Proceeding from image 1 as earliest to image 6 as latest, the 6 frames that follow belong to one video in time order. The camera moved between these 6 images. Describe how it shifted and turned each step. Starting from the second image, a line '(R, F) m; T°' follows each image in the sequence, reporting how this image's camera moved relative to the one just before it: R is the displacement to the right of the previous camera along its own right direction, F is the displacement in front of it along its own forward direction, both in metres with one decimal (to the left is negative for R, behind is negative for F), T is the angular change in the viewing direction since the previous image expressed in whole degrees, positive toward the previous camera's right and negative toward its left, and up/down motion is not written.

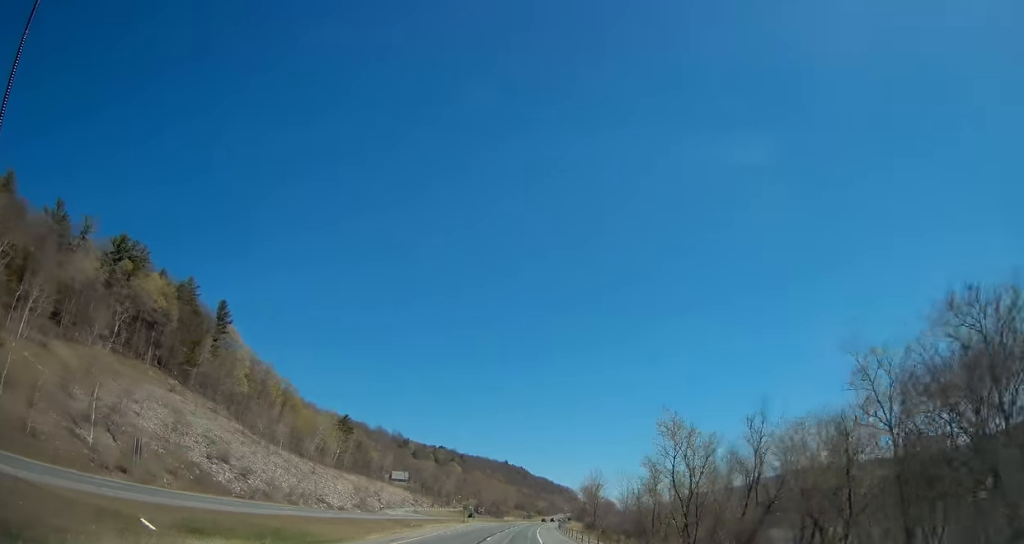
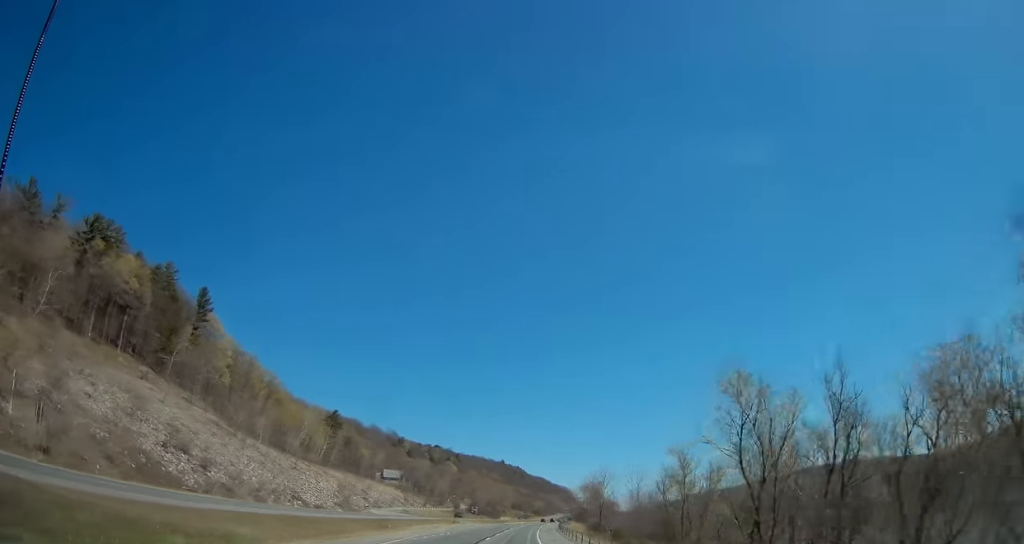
(0.0, +9.0) m; 0°
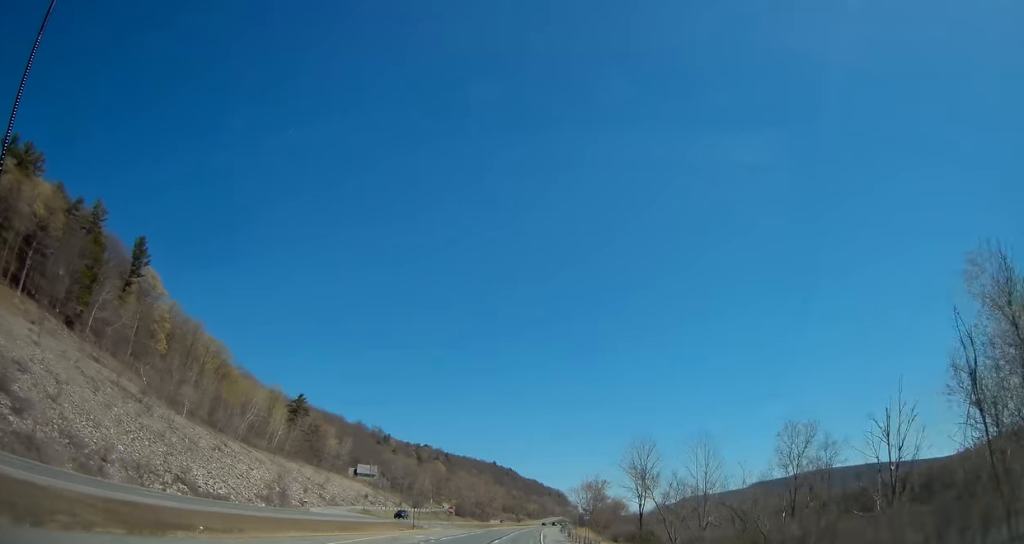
(+0.1, +29.4) m; +1°
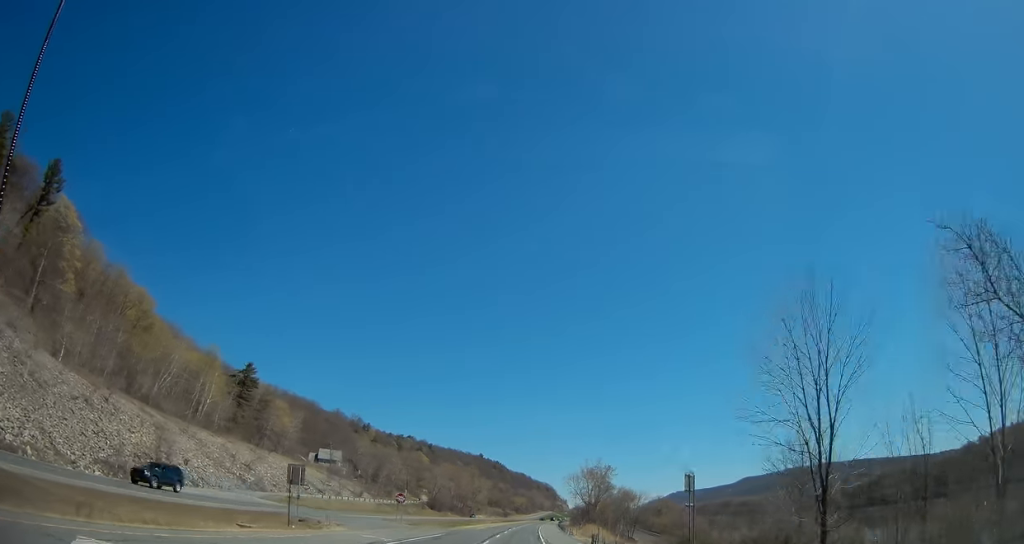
(+0.3, +32.7) m; +1°
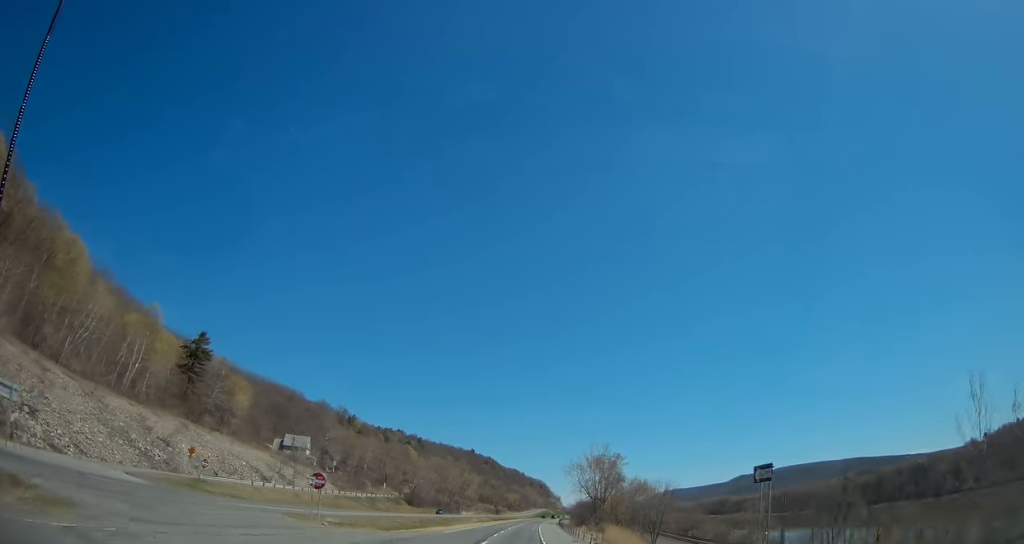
(+0.2, +26.4) m; +1°
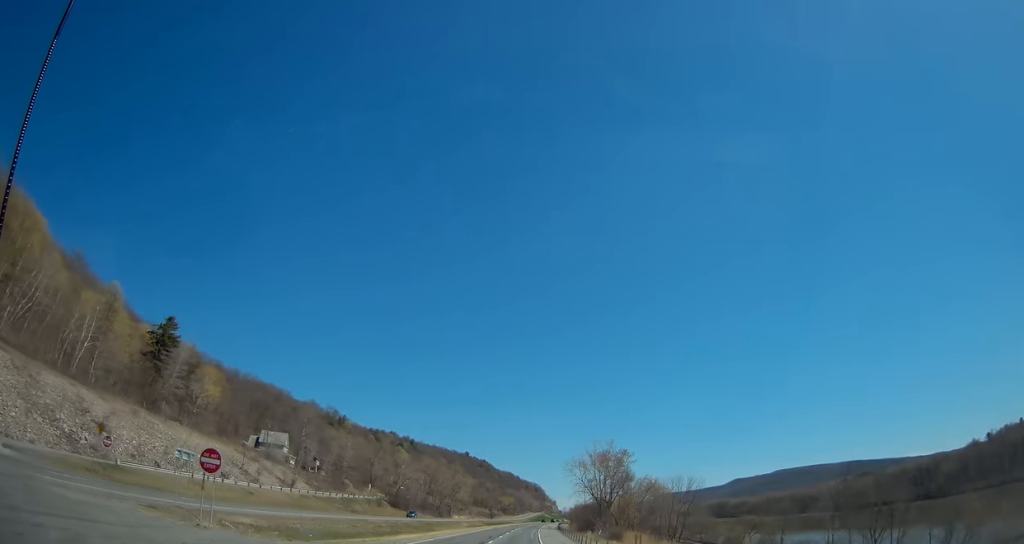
(+0.3, +15.1) m; 0°
